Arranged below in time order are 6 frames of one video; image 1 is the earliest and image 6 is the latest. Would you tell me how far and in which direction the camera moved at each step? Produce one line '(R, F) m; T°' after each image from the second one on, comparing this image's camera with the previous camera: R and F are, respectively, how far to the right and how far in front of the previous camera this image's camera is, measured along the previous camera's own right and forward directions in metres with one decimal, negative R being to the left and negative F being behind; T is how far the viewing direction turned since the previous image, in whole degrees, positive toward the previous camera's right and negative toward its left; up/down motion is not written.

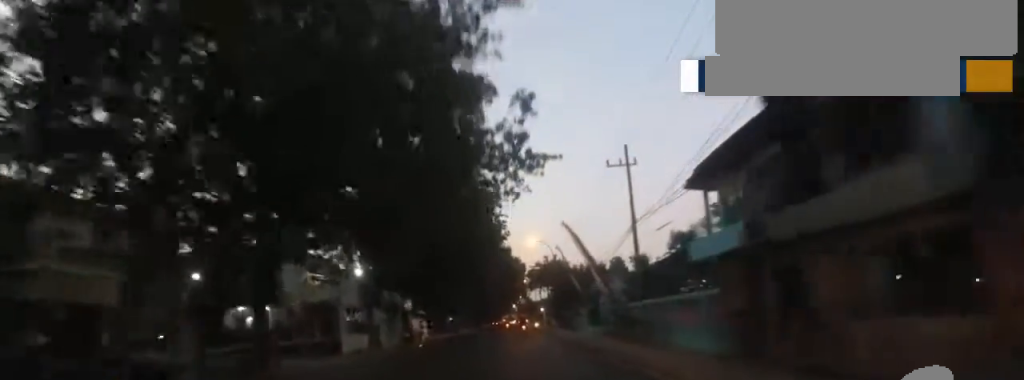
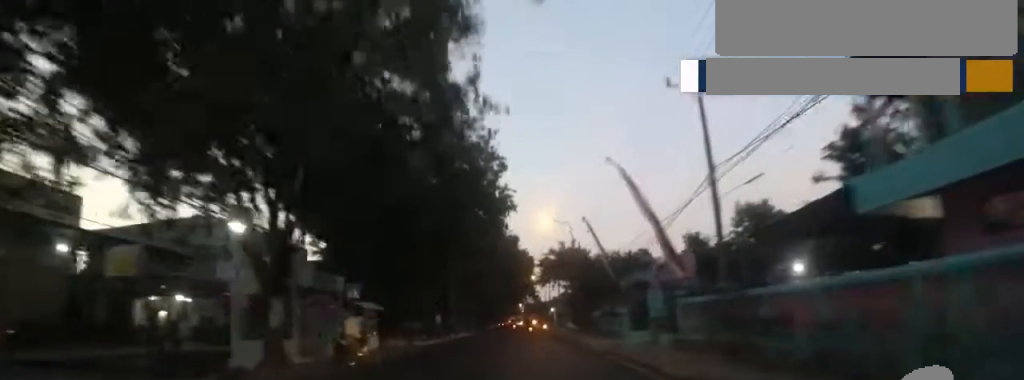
(+0.5, +11.9) m; 0°
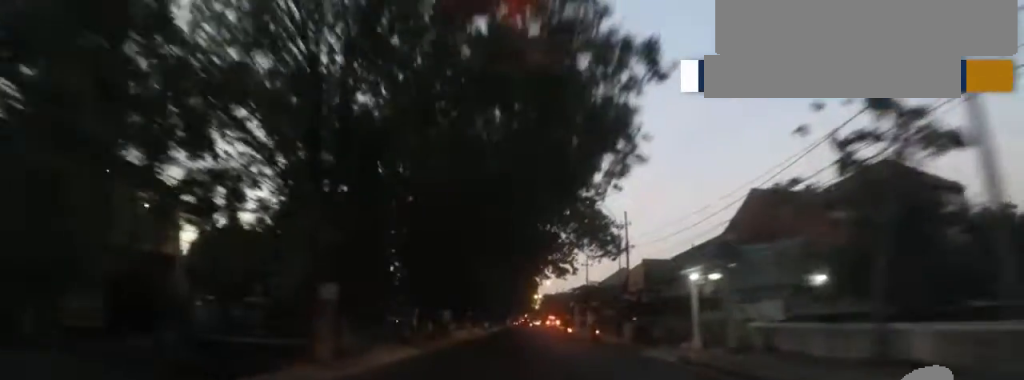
(-0.3, +56.7) m; -3°
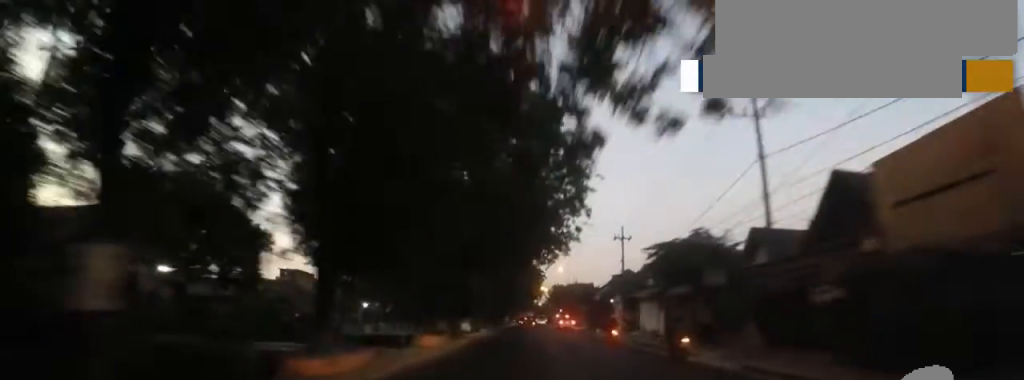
(-1.0, +26.9) m; 0°
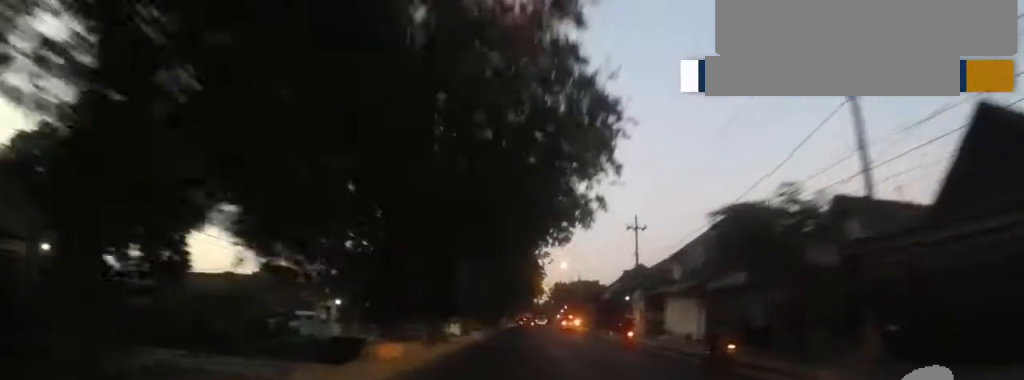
(+0.4, +7.1) m; +2°
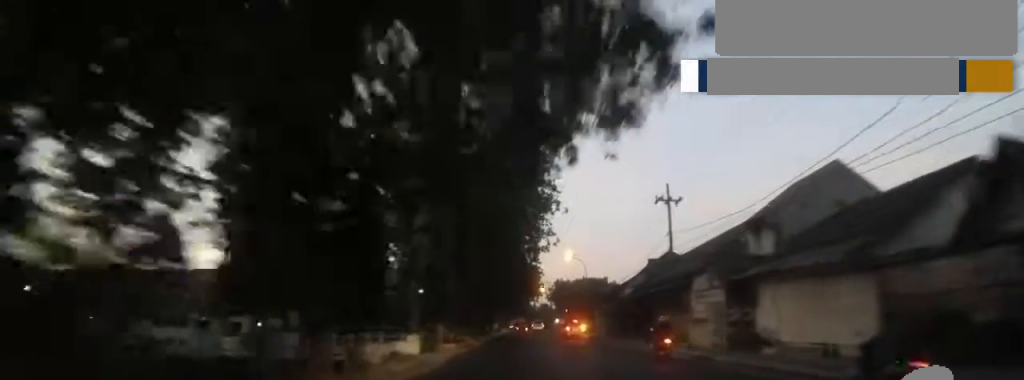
(+0.4, +13.0) m; +3°
